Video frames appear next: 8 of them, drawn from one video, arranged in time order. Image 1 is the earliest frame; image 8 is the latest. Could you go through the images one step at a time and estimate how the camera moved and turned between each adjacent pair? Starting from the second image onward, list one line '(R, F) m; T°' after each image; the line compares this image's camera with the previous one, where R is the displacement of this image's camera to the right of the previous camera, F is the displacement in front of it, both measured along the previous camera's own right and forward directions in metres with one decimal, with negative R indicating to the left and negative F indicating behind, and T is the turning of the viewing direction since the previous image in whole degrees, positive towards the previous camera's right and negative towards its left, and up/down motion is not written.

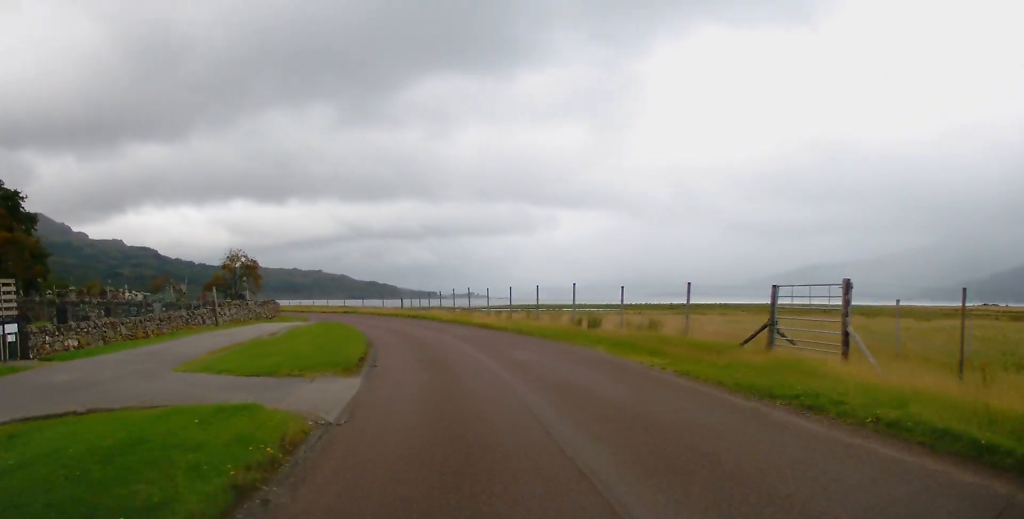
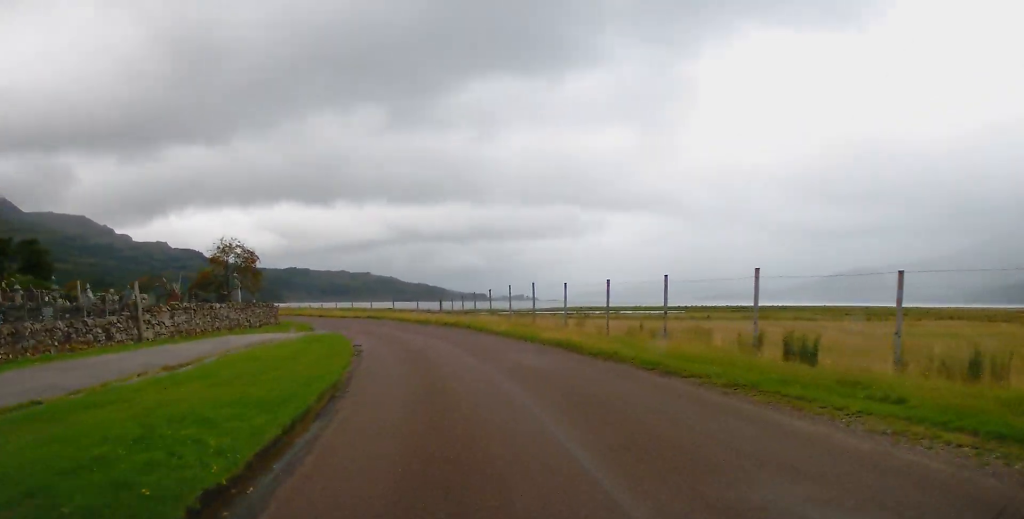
(+0.1, +15.6) m; -3°
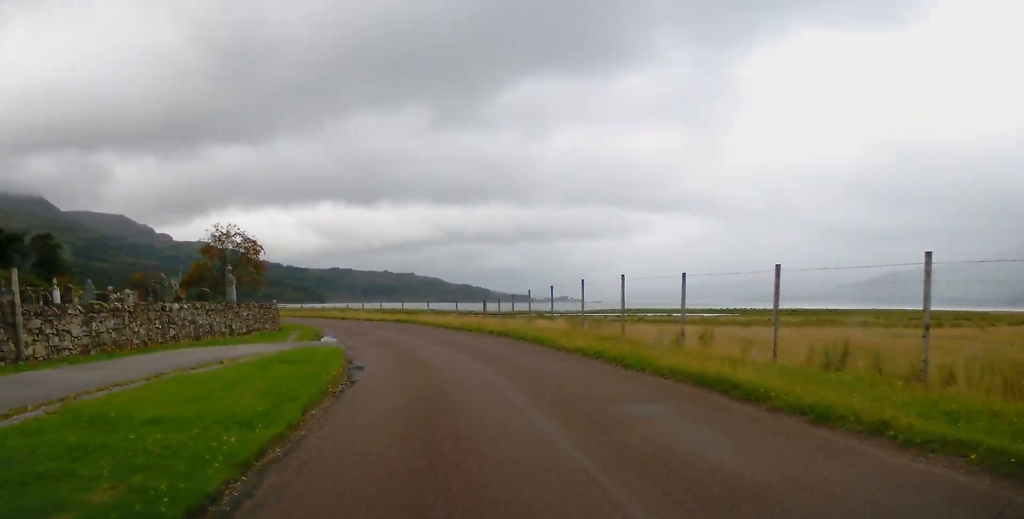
(-0.4, +10.3) m; -4°
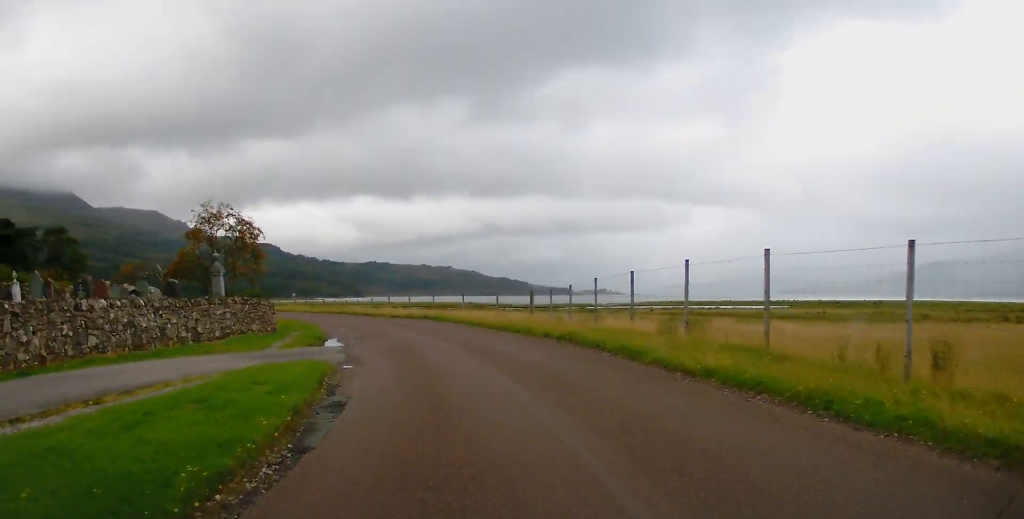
(-0.3, +8.0) m; -2°
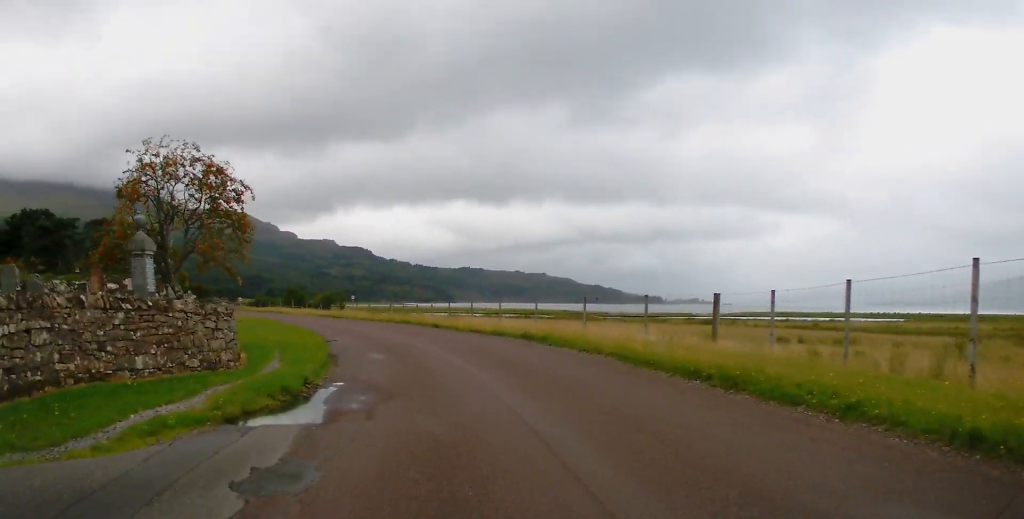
(-0.7, +16.2) m; -6°
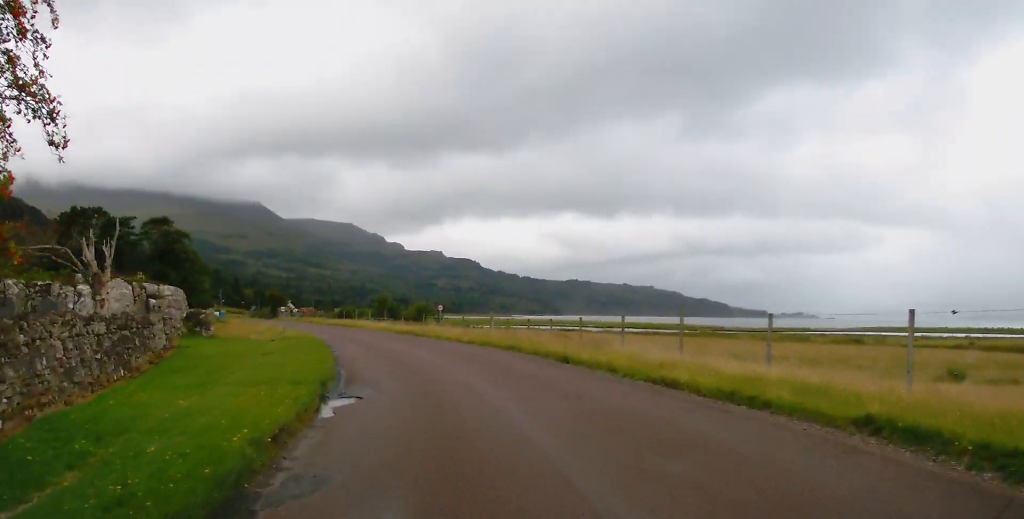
(-1.0, +16.1) m; -7°
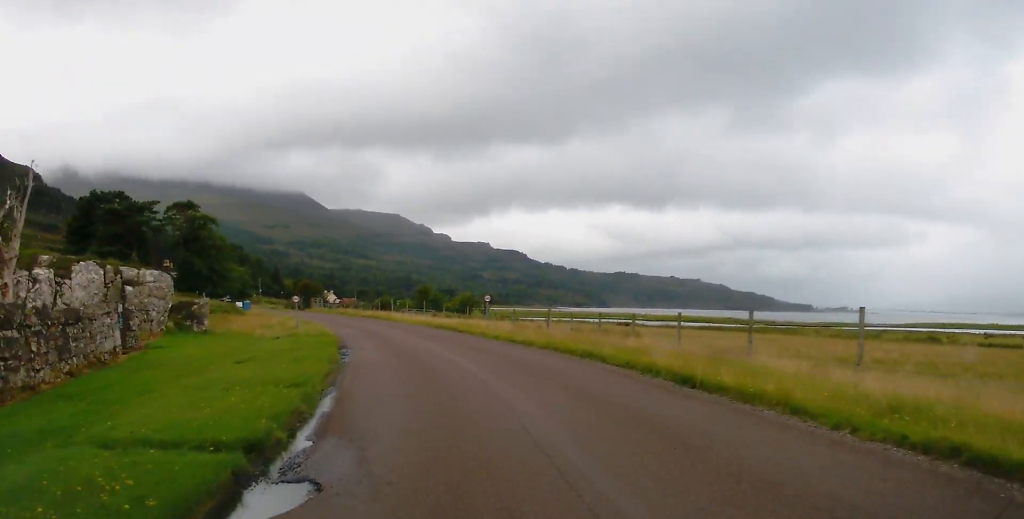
(-0.2, +7.5) m; -3°
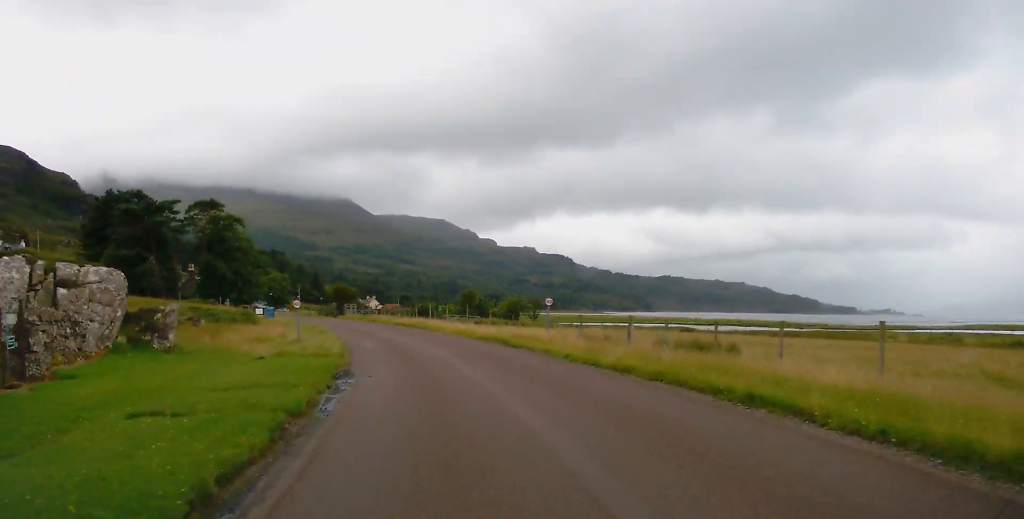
(-0.3, +8.6) m; -3°
